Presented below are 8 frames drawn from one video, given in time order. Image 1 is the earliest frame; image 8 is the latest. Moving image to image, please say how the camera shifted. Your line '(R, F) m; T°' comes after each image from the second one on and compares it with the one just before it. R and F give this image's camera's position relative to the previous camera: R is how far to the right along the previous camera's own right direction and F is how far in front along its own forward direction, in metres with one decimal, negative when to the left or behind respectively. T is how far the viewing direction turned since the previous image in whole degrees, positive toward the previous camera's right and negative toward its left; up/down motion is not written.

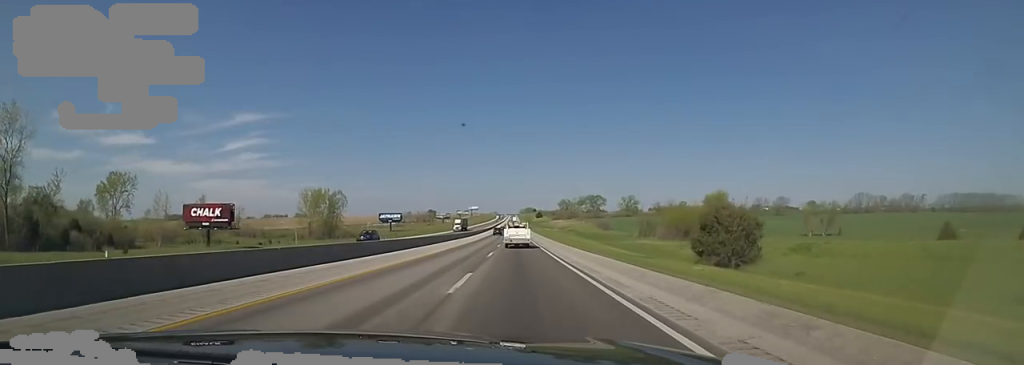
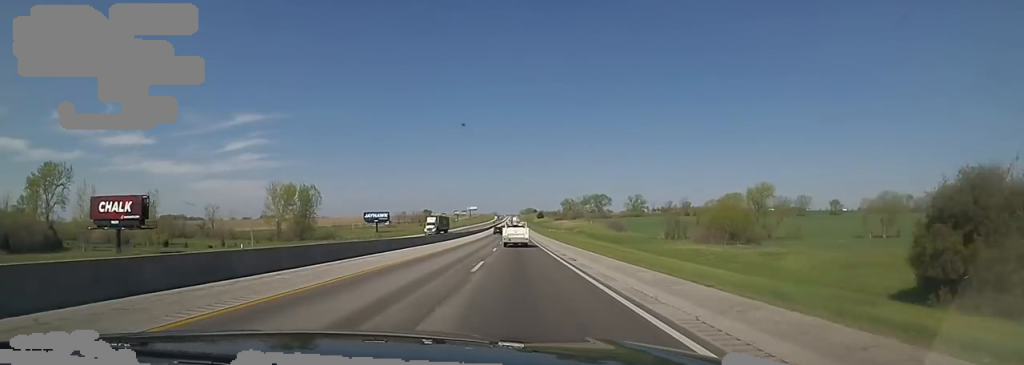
(+0.2, +23.5) m; 0°
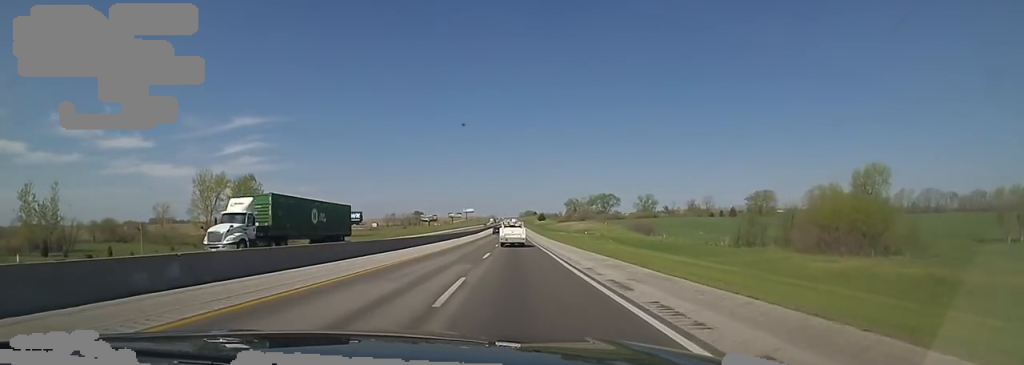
(-0.9, +35.8) m; -2°
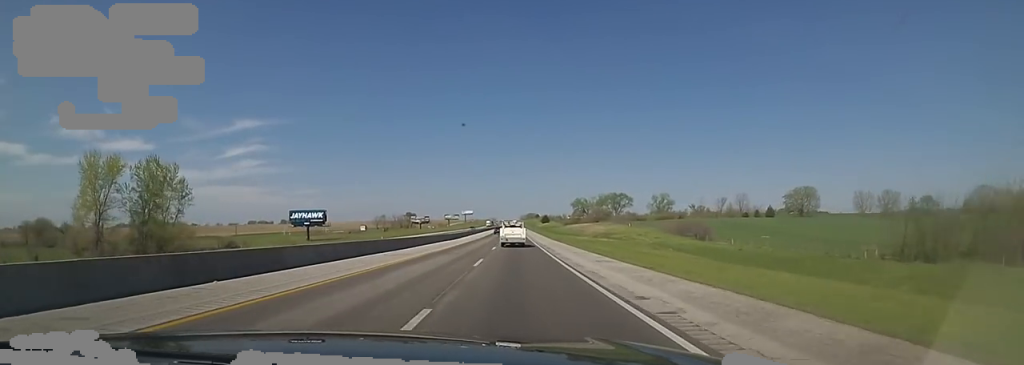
(-0.4, +35.9) m; -1°
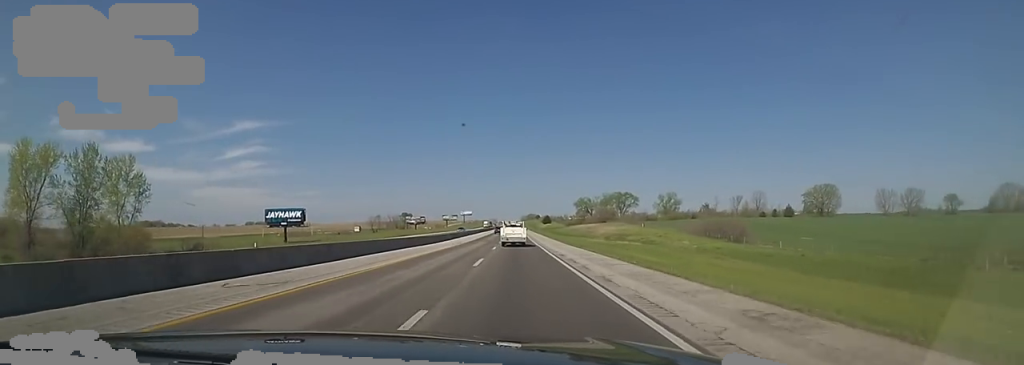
(-0.1, +15.3) m; 0°
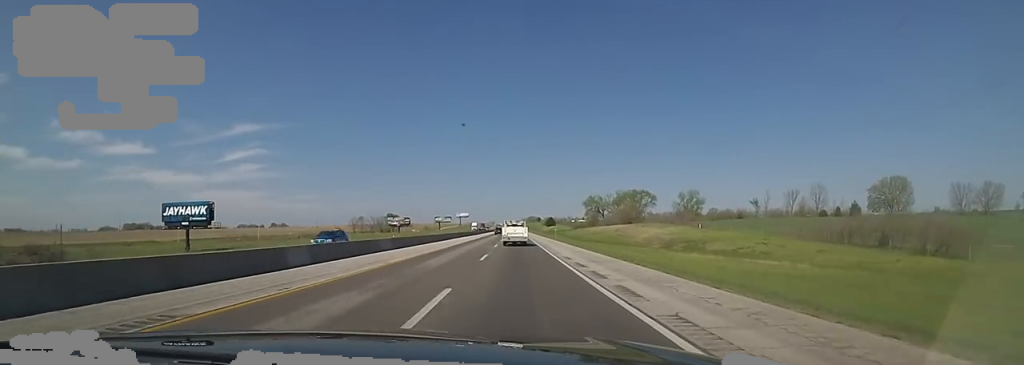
(+0.1, +43.8) m; +1°
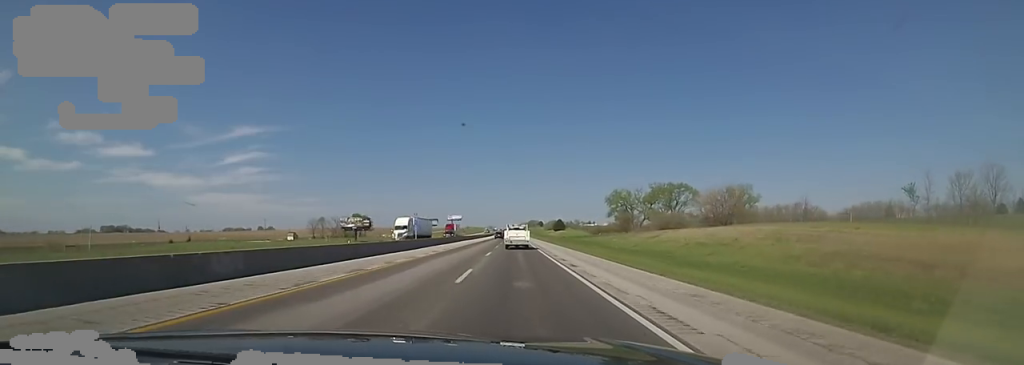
(+0.4, +73.5) m; -1°
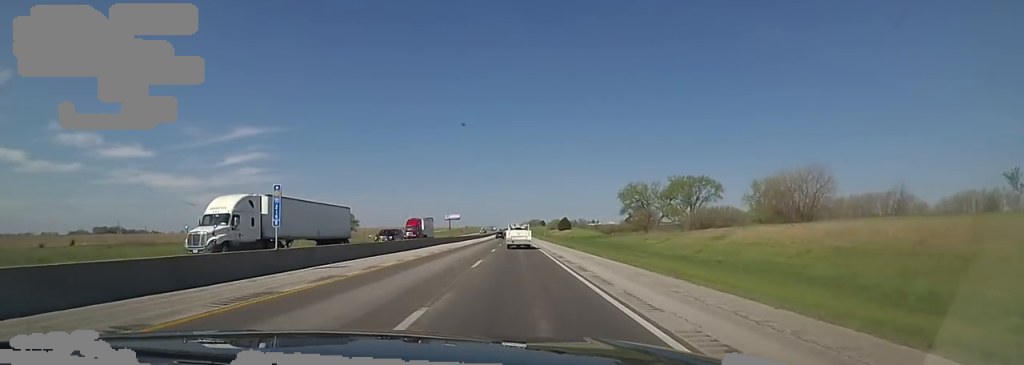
(-0.2, +25.4) m; +1°
